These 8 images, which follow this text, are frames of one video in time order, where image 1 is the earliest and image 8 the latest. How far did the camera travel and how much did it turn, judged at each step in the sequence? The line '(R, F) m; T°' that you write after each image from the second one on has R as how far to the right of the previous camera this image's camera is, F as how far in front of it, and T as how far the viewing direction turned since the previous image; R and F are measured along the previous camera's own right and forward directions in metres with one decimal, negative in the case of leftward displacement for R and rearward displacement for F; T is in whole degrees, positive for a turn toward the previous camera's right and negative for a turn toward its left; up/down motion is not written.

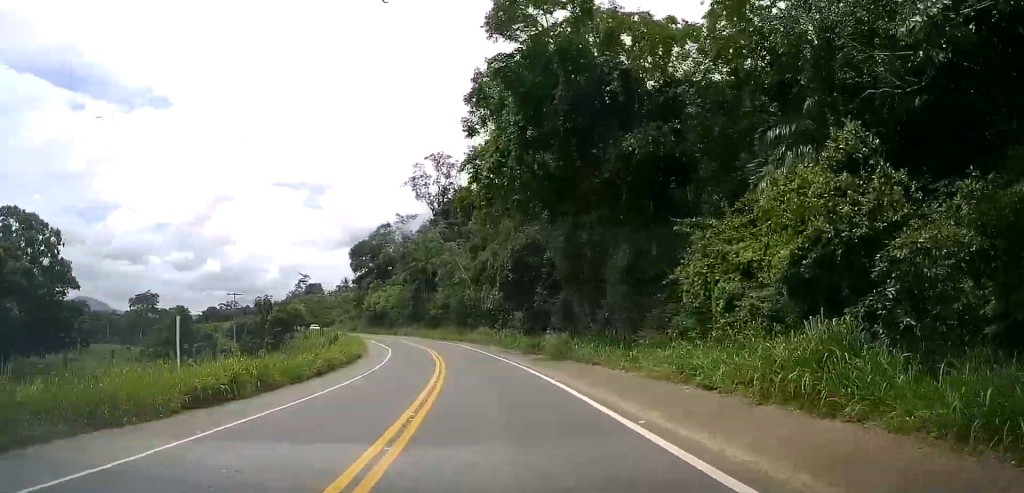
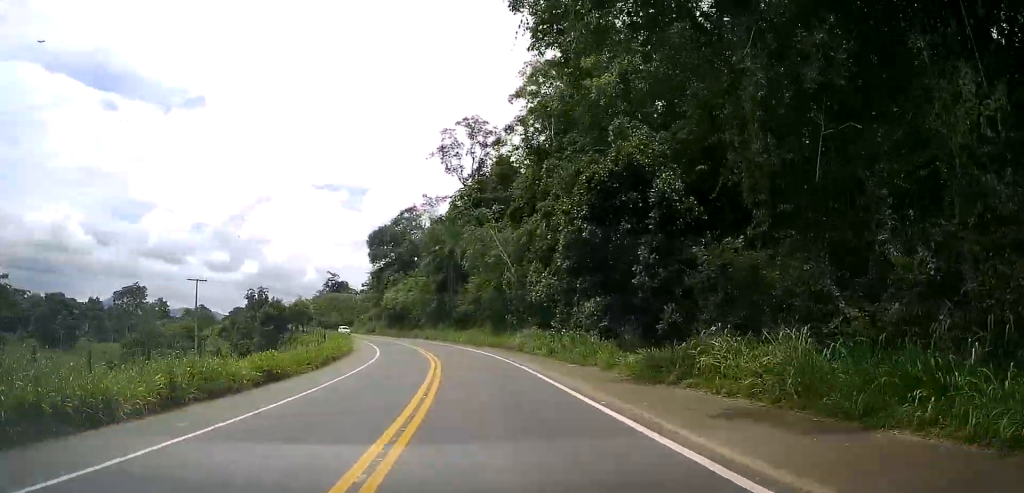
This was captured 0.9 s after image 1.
(-0.5, +23.3) m; -3°
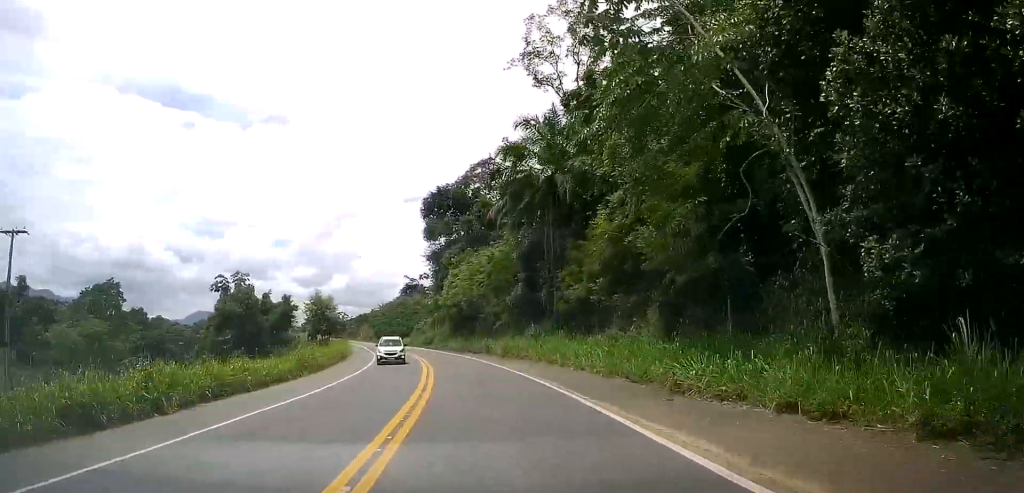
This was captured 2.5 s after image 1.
(-2.6, +41.2) m; -7°
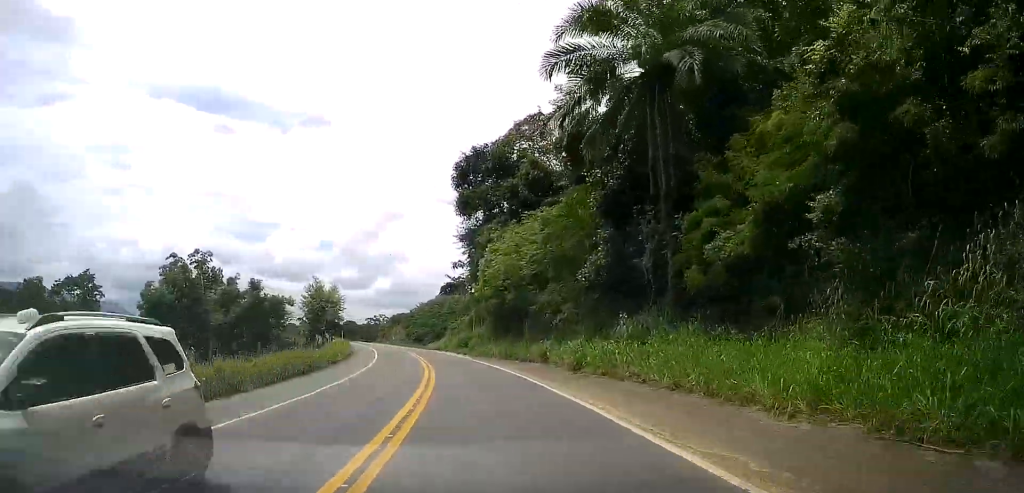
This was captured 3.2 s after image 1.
(-0.6, +18.6) m; -3°
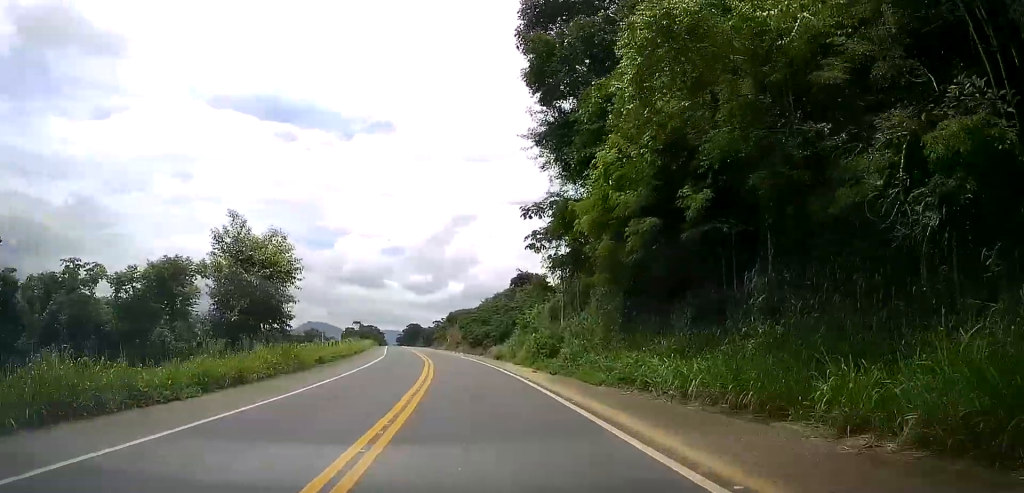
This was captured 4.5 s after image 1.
(-2.1, +33.0) m; -9°
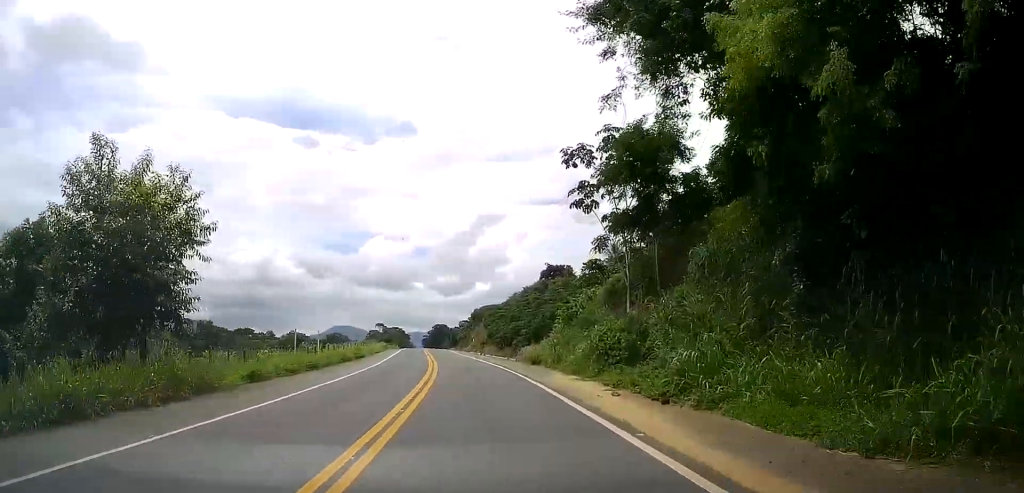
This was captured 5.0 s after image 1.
(-0.7, +13.4) m; -4°
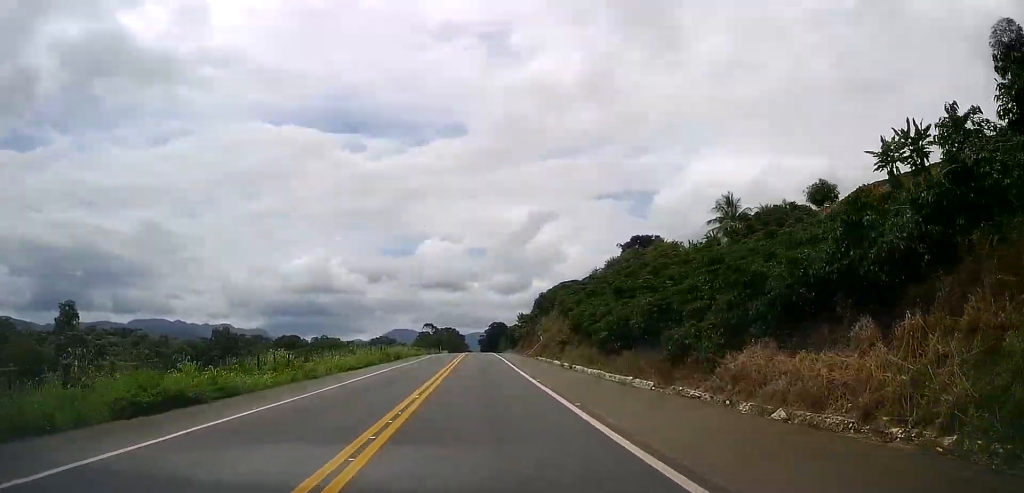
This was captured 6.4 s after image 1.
(-2.5, +37.2) m; -7°
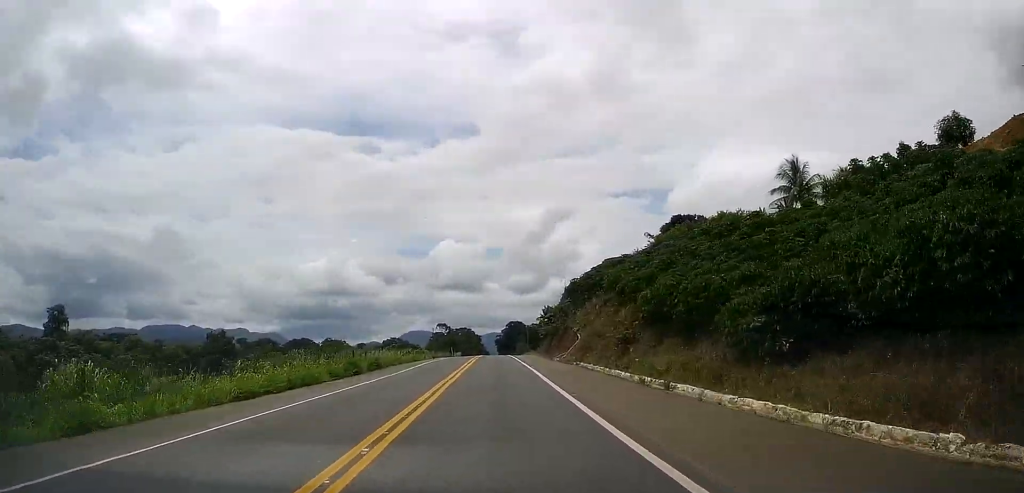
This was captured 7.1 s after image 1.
(-0.2, +17.8) m; -3°
